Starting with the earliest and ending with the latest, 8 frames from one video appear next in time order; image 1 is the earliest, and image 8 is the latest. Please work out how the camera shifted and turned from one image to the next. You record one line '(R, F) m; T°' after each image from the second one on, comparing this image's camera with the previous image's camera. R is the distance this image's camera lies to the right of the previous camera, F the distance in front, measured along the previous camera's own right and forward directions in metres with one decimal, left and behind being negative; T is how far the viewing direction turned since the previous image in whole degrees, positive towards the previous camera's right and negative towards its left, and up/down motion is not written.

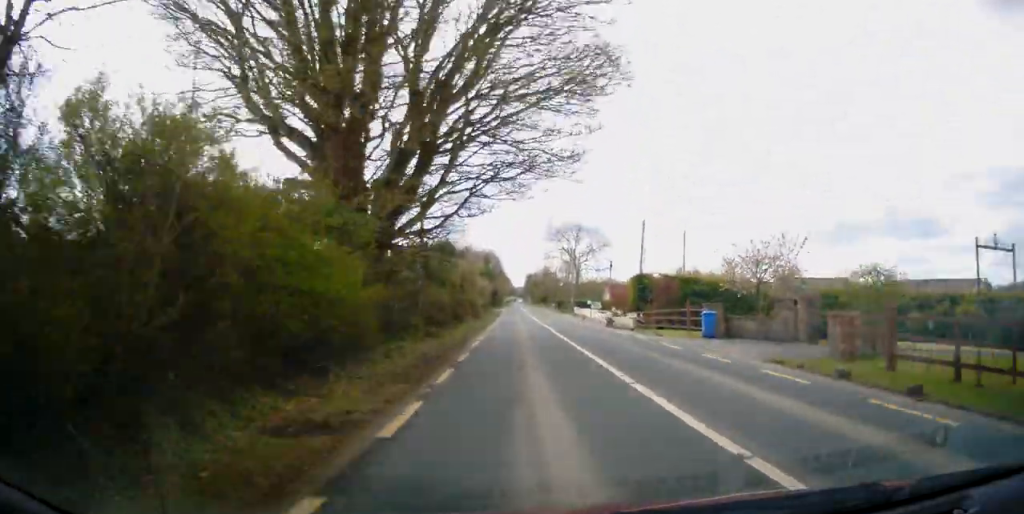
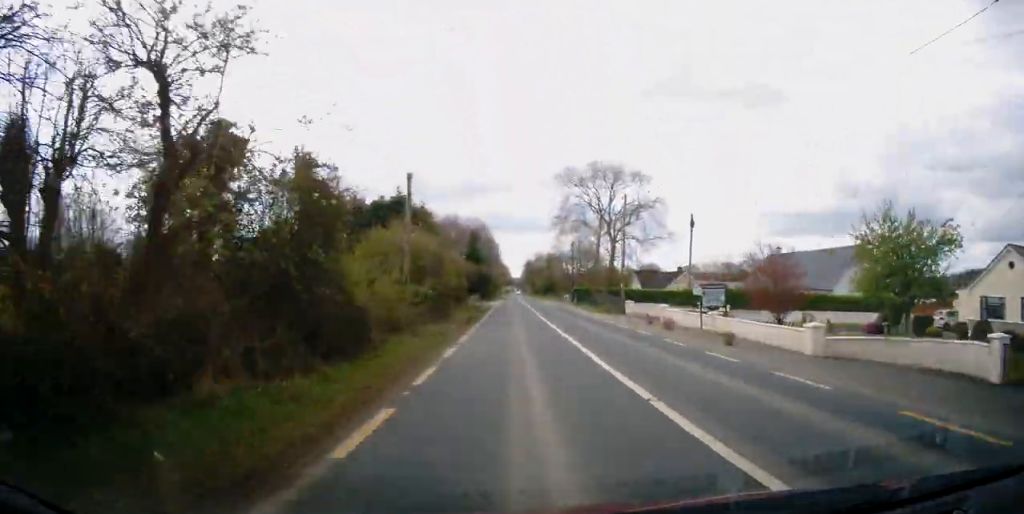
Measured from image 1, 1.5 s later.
(+0.2, +37.0) m; 0°
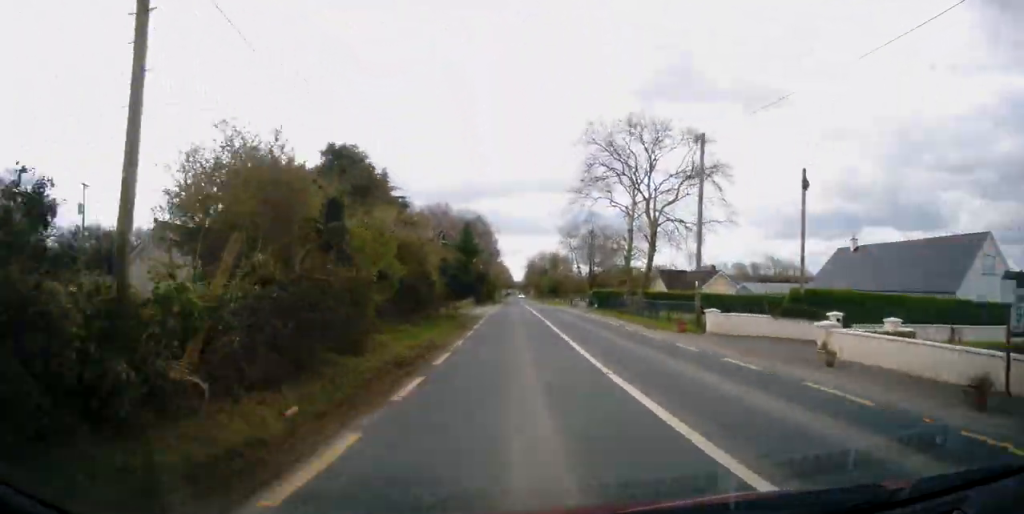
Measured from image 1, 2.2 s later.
(-0.2, +17.3) m; 0°
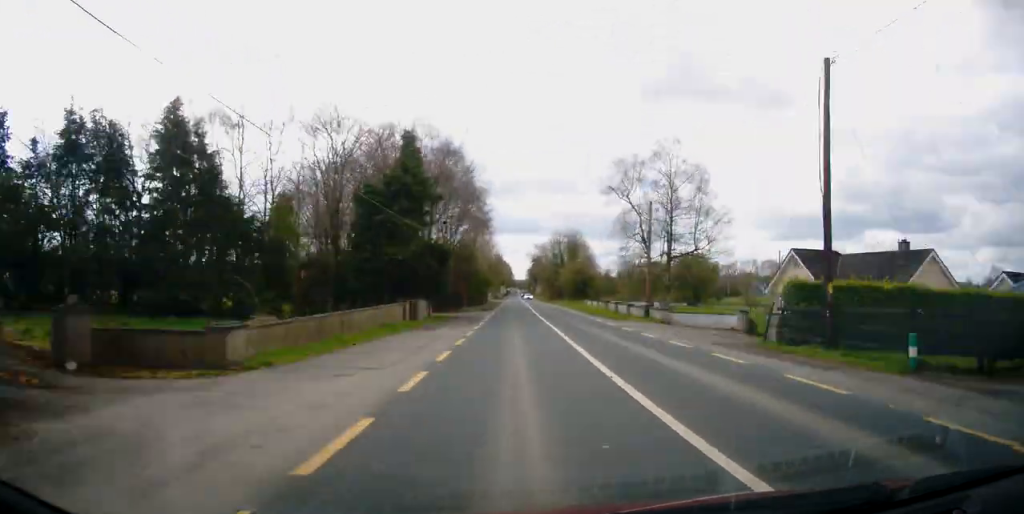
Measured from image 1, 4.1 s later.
(+0.1, +47.6) m; 0°
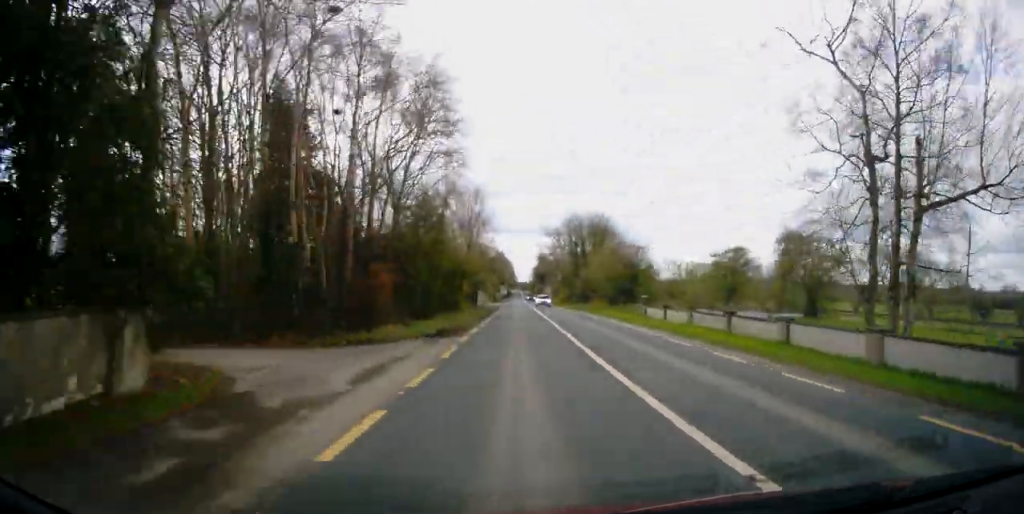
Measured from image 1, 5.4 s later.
(+0.1, +31.9) m; +1°
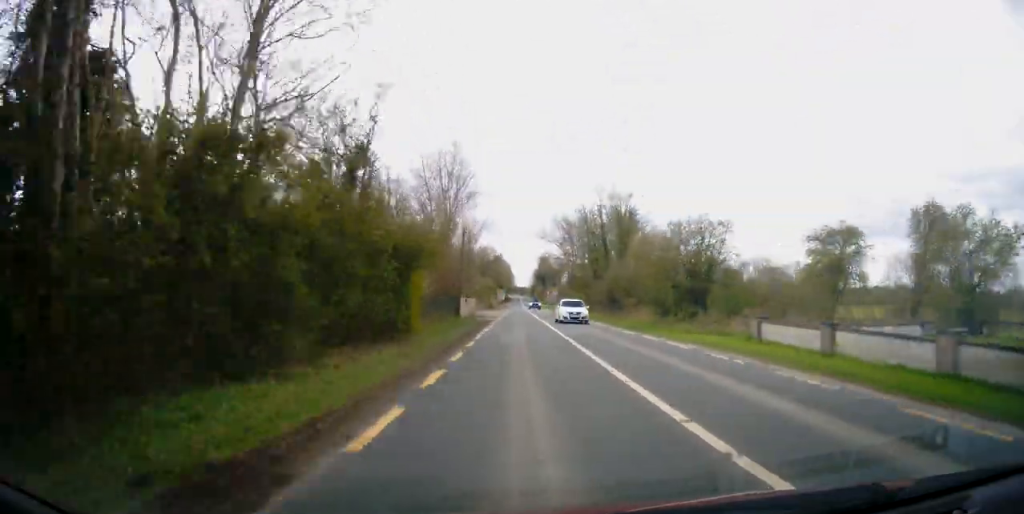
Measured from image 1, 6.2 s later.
(+0.1, +19.3) m; 0°
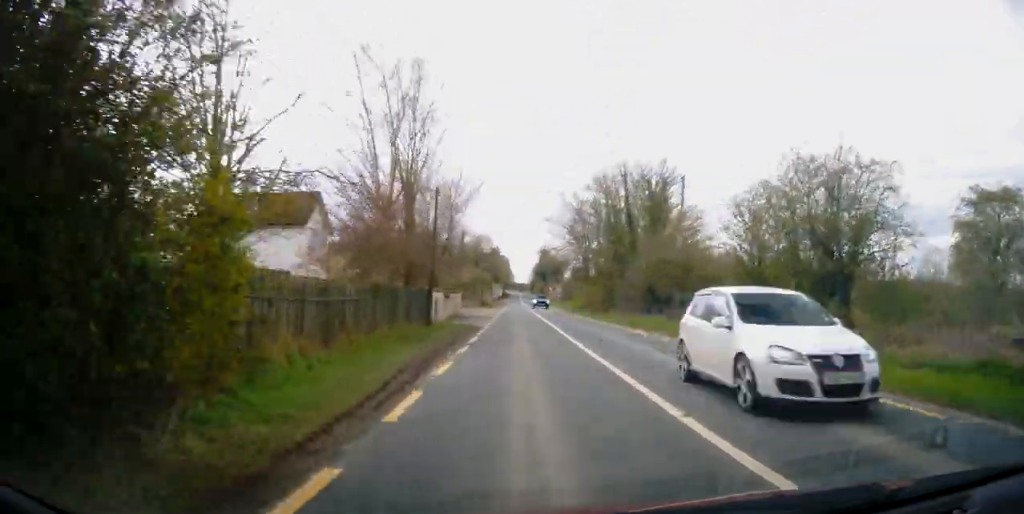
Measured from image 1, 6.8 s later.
(-0.1, +14.6) m; 0°
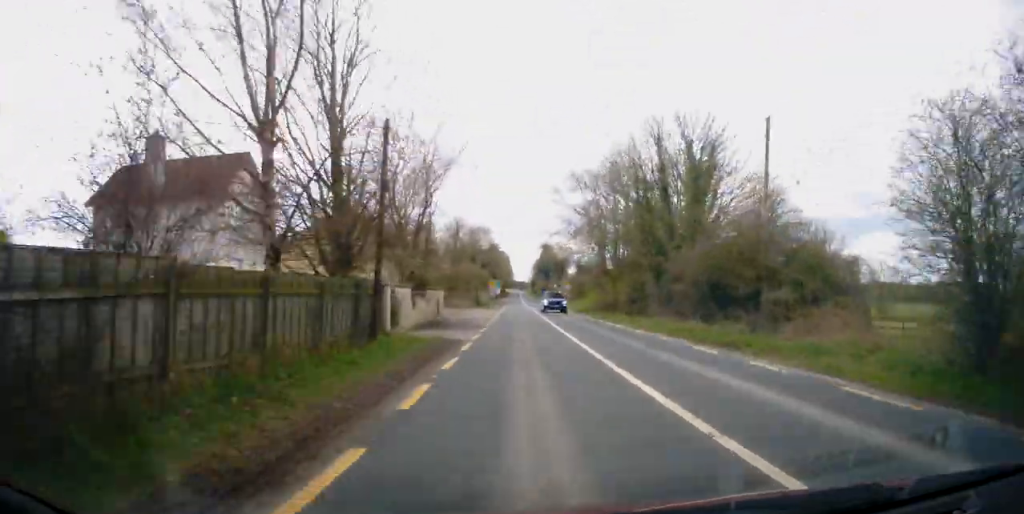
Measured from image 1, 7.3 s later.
(-0.1, +11.3) m; 0°
